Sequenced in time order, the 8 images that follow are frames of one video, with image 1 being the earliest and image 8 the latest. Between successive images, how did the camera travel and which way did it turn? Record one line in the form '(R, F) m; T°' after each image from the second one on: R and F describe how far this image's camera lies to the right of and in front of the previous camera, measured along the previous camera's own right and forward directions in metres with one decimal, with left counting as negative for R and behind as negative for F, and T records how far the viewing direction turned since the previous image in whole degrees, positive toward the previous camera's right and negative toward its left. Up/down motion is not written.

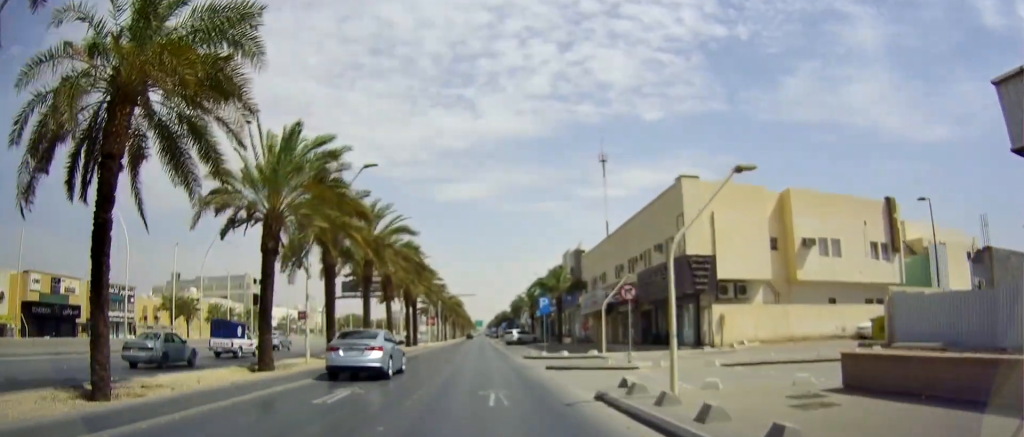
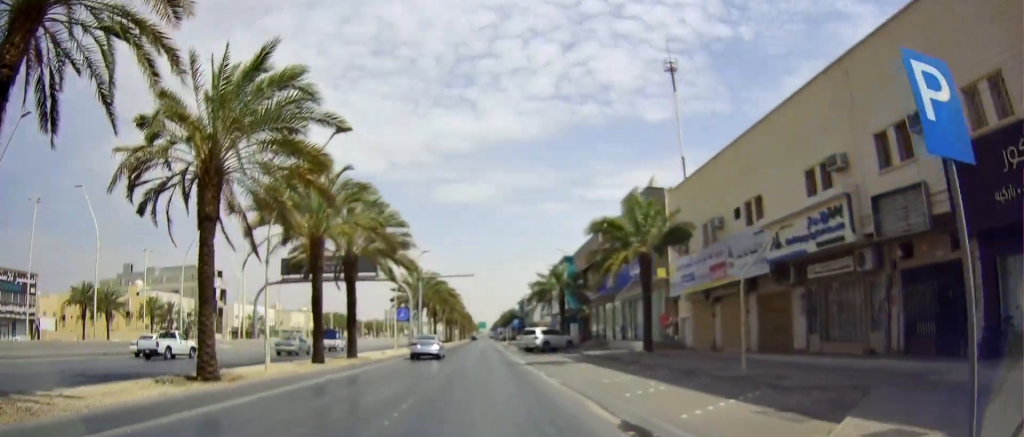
(+0.4, +29.6) m; -1°
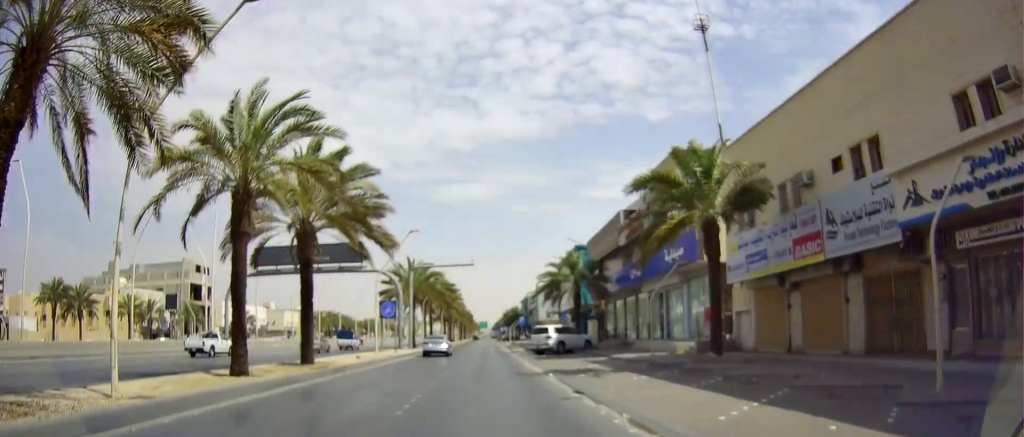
(-0.1, +8.0) m; +1°
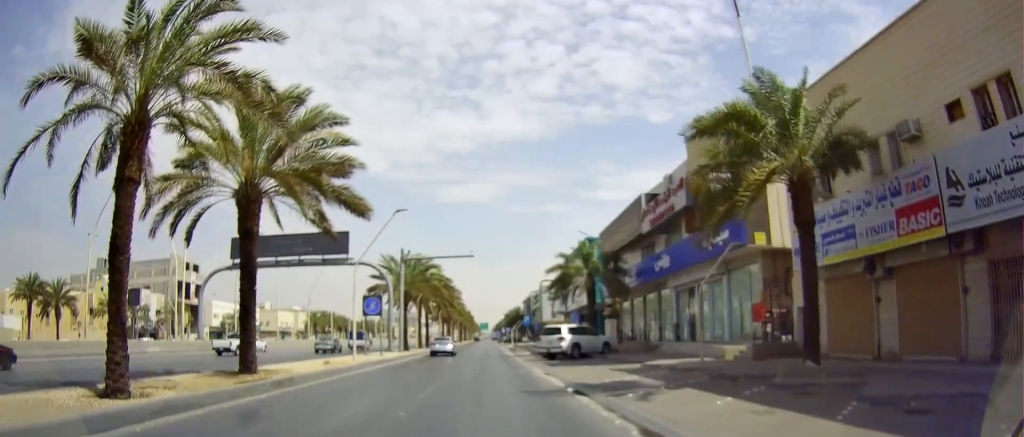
(-0.1, +5.9) m; +2°
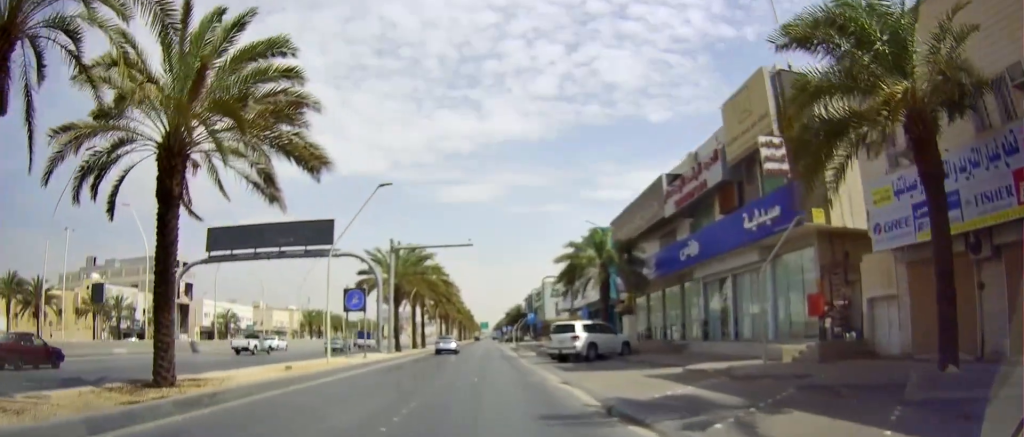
(+0.3, +4.8) m; 0°
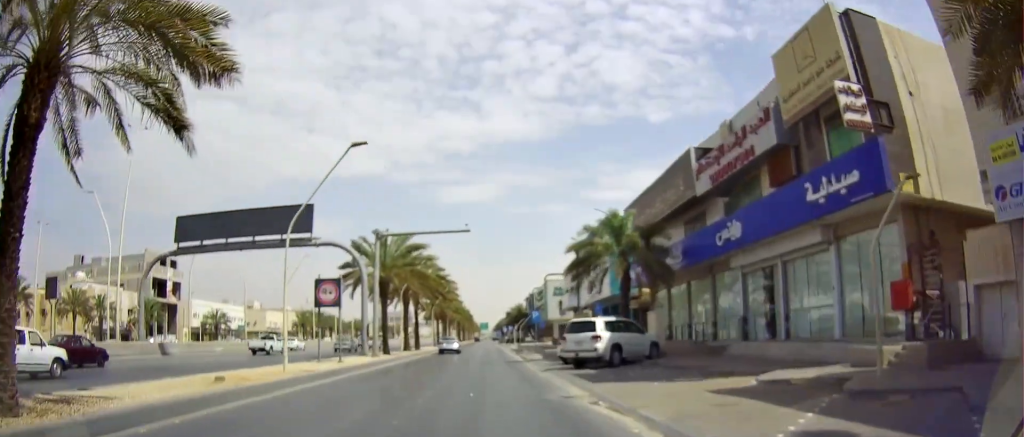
(+0.3, +5.1) m; 0°
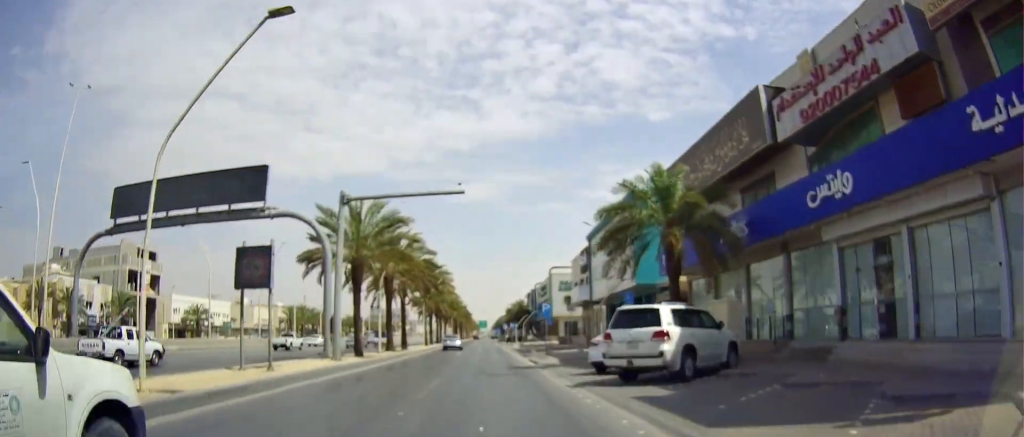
(-0.4, +8.2) m; 0°
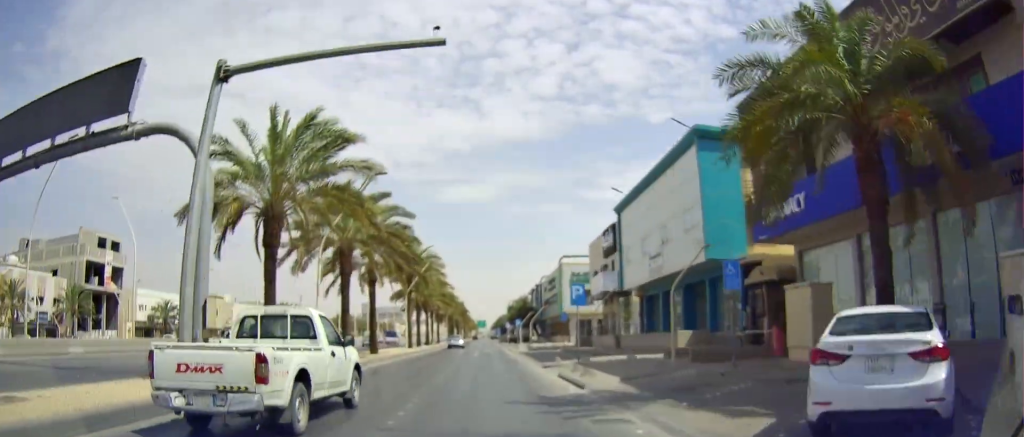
(+0.3, +12.9) m; 0°
